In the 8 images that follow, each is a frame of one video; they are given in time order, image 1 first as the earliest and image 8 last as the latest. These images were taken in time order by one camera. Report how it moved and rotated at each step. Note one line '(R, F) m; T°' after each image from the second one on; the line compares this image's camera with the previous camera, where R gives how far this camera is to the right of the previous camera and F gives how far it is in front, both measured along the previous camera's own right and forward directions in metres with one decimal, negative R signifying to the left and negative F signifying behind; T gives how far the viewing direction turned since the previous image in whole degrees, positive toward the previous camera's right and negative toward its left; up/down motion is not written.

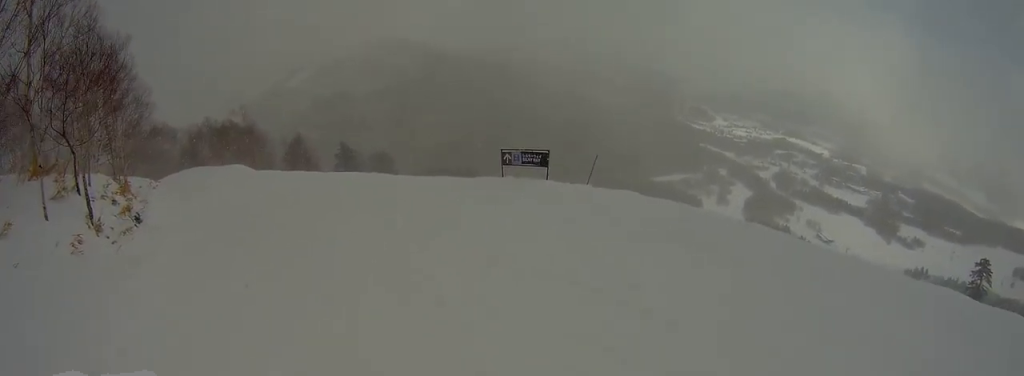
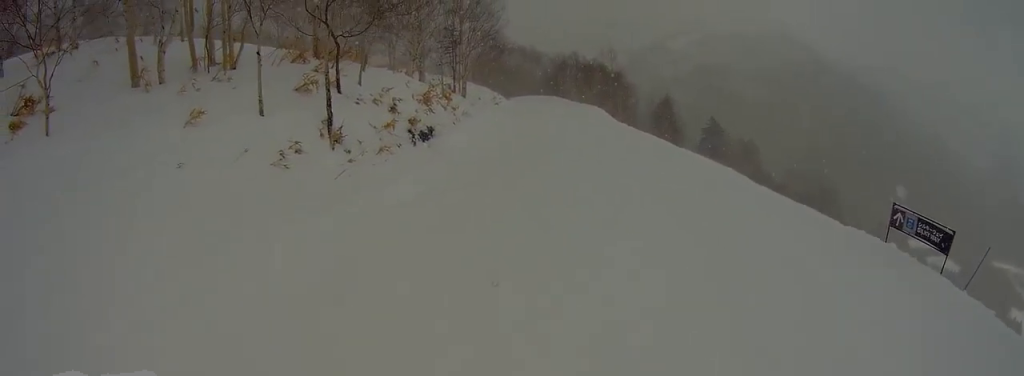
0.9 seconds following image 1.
(-0.2, +3.0) m; -15°
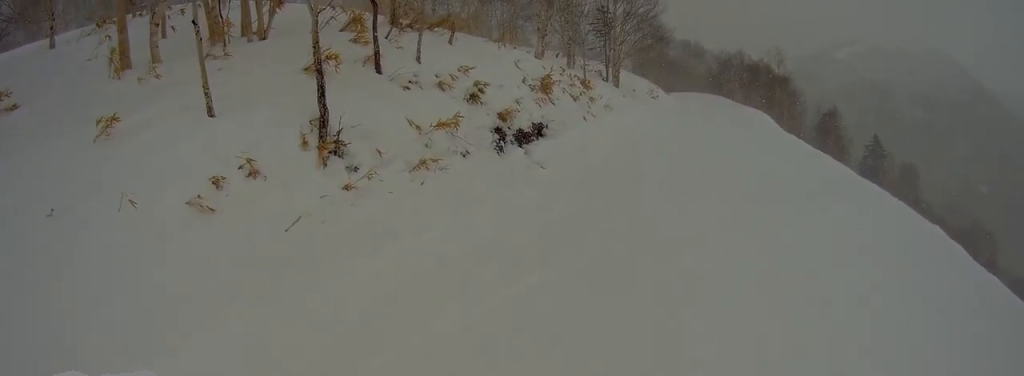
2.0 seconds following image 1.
(-0.9, +3.7) m; -16°
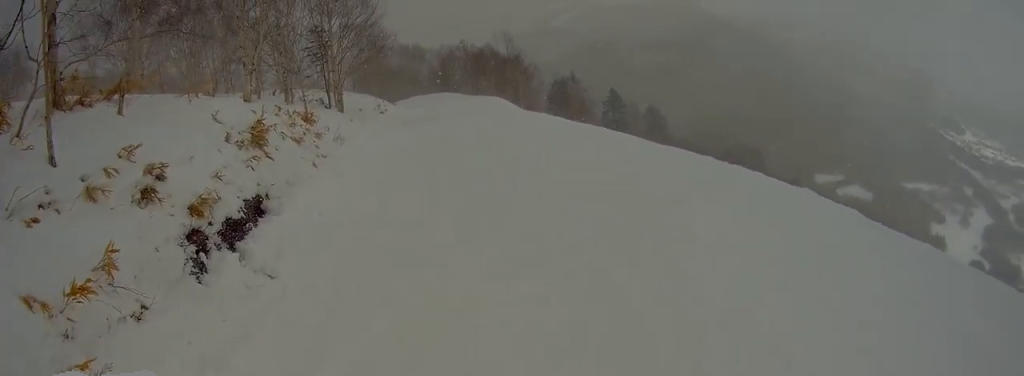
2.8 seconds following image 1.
(-0.3, +3.0) m; +9°
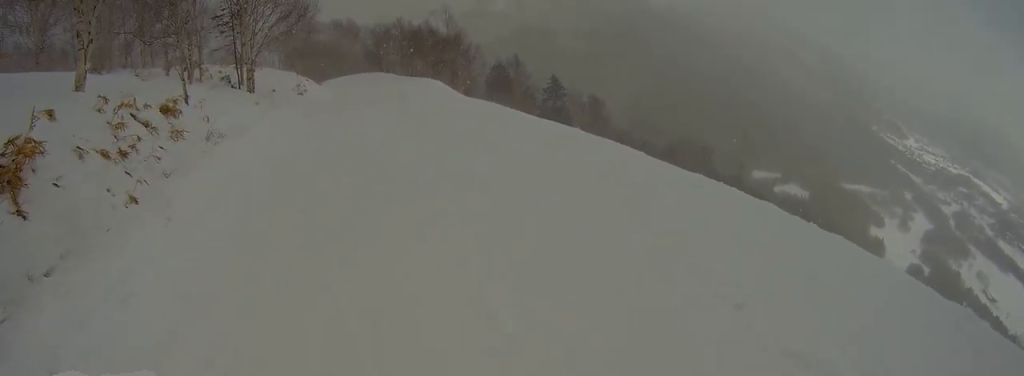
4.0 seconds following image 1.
(+1.5, +4.7) m; +7°
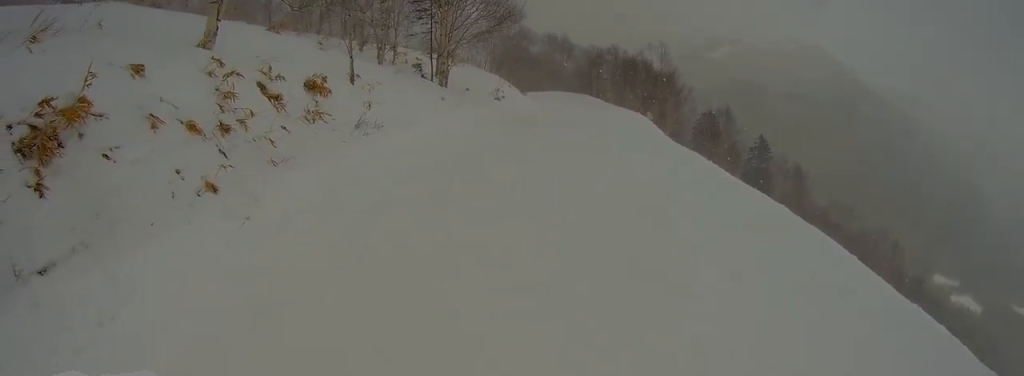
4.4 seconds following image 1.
(+0.3, +1.8) m; -10°
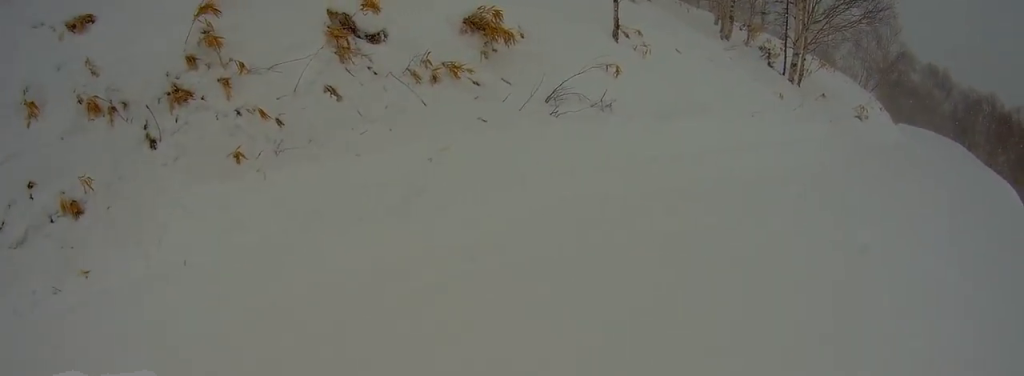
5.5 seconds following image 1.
(-1.7, +4.3) m; -4°
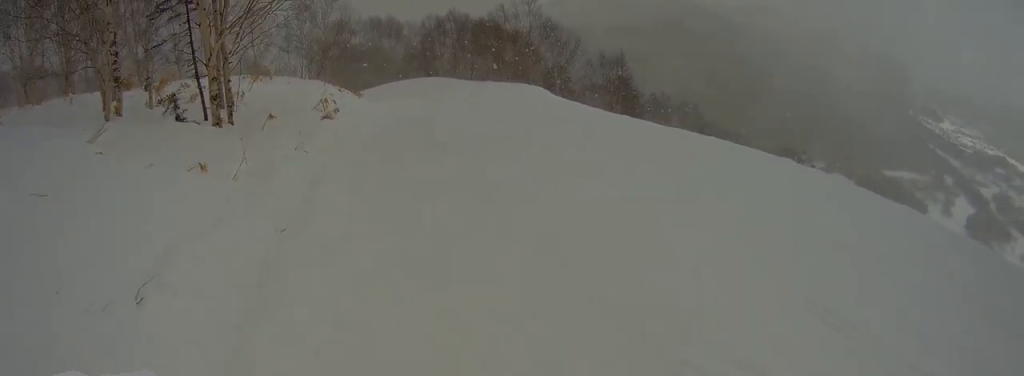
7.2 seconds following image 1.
(+1.6, +8.5) m; +8°
